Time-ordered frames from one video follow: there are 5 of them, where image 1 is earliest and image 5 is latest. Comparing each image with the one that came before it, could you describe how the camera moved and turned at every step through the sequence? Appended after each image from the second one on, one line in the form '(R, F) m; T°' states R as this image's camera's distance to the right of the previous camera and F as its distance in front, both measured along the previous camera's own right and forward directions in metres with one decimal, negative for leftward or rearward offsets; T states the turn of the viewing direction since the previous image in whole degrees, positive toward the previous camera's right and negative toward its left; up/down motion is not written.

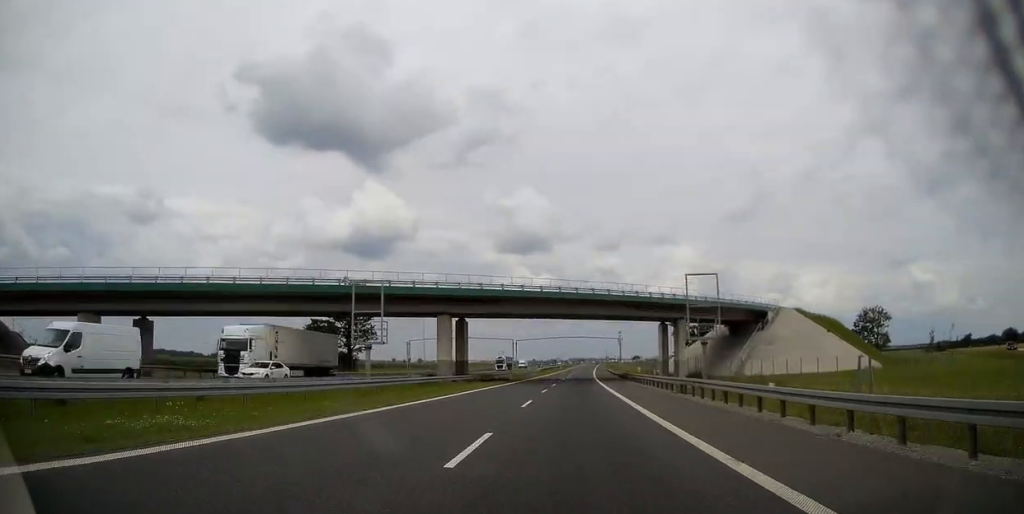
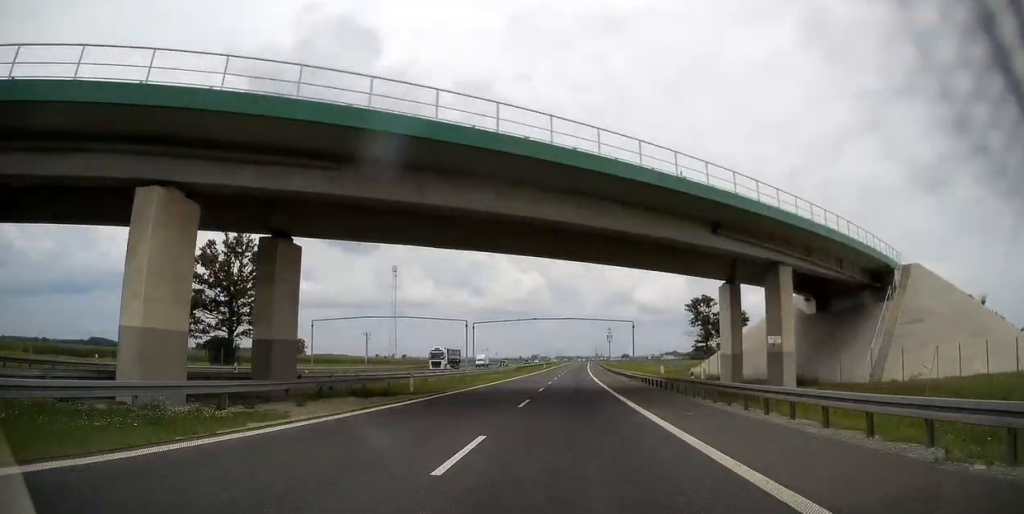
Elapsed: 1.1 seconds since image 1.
(+0.2, +37.1) m; +1°
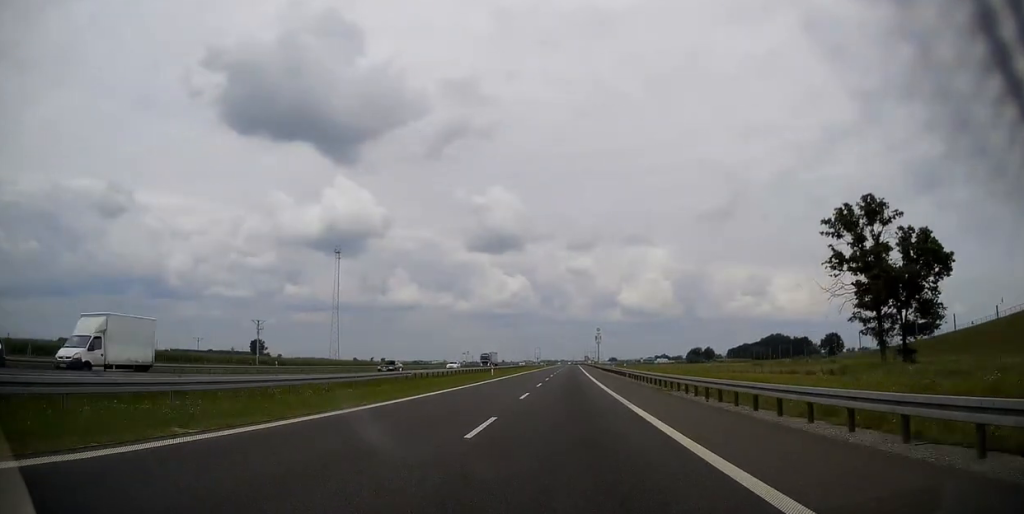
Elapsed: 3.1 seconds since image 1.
(+1.4, +69.5) m; +2°
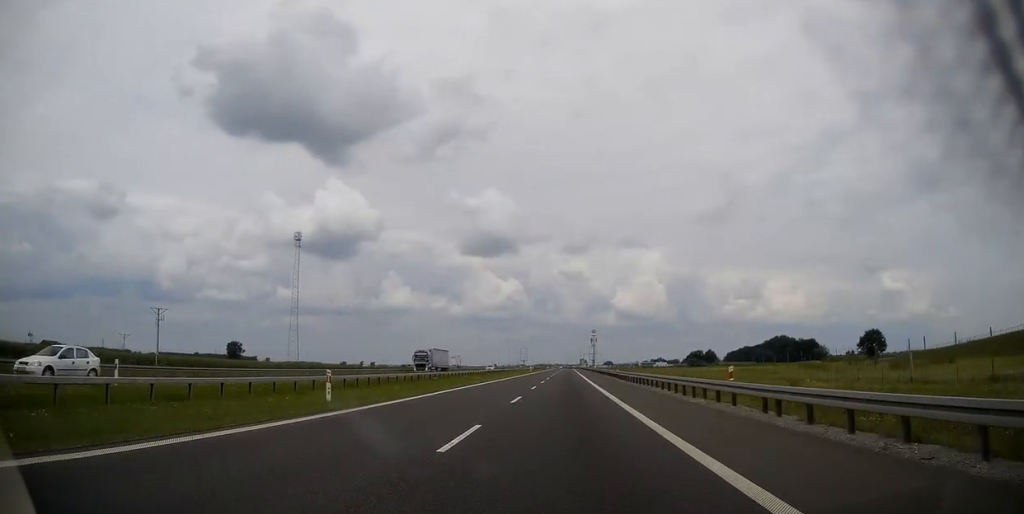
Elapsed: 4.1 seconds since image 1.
(+0.1, +37.1) m; 0°
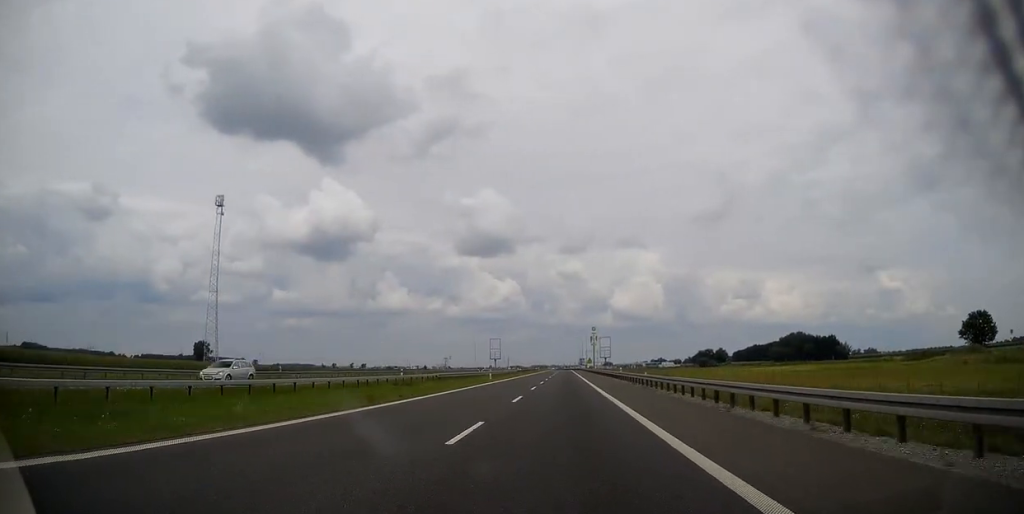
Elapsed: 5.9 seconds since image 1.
(+0.4, +60.2) m; 0°
